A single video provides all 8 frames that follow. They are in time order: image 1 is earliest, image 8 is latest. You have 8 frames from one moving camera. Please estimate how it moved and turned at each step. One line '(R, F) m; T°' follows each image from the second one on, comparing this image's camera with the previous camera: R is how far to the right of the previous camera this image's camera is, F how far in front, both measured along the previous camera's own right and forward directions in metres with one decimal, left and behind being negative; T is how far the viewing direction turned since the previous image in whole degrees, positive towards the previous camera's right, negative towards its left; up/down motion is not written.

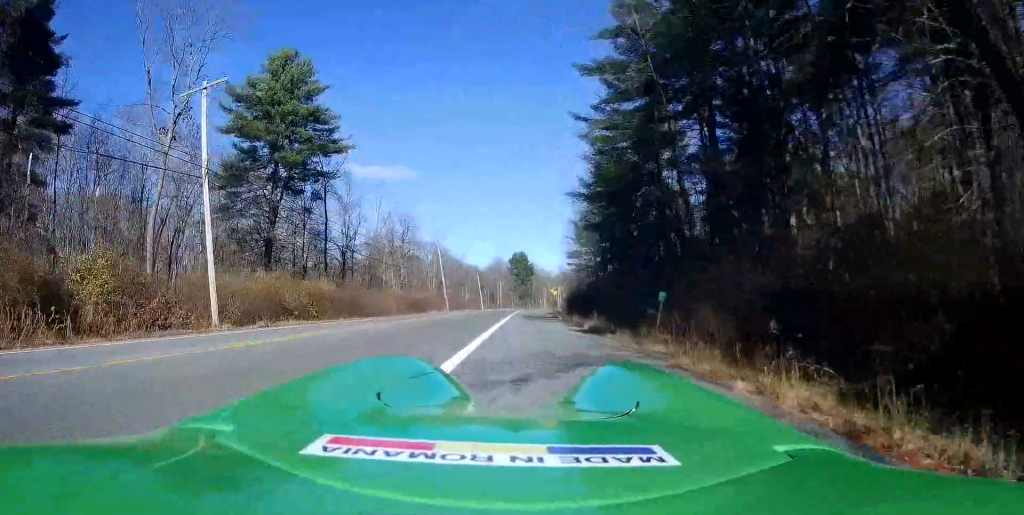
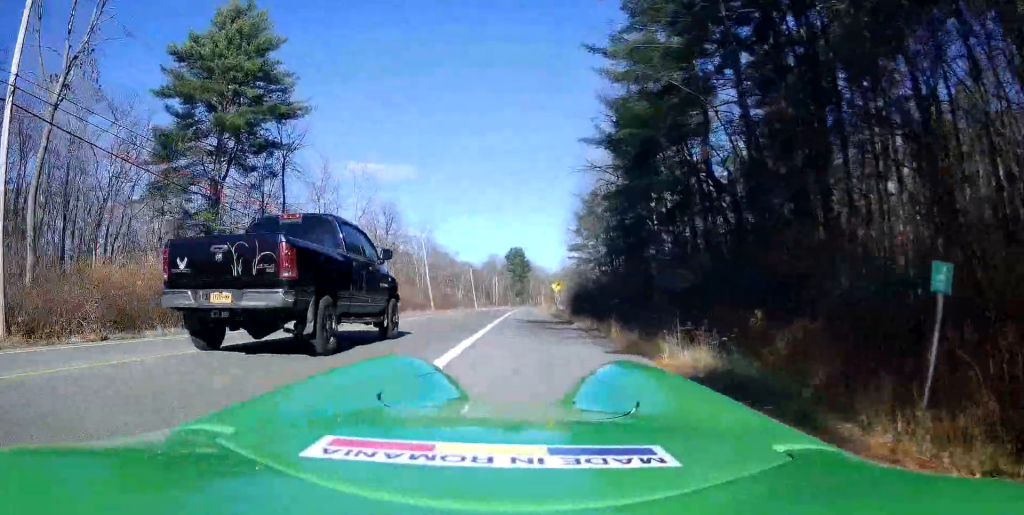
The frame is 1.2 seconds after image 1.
(-0.2, +11.9) m; -2°
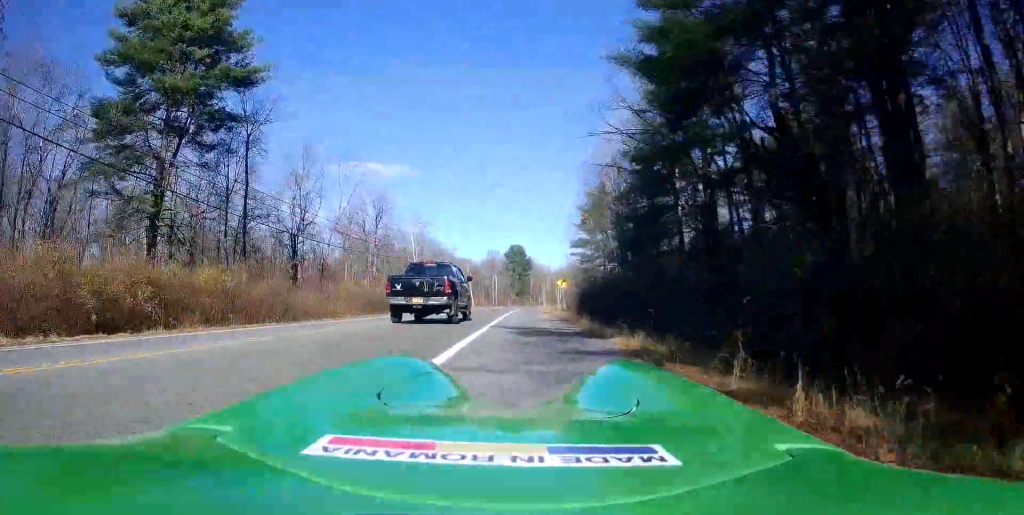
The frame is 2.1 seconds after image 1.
(-0.1, +8.0) m; -1°
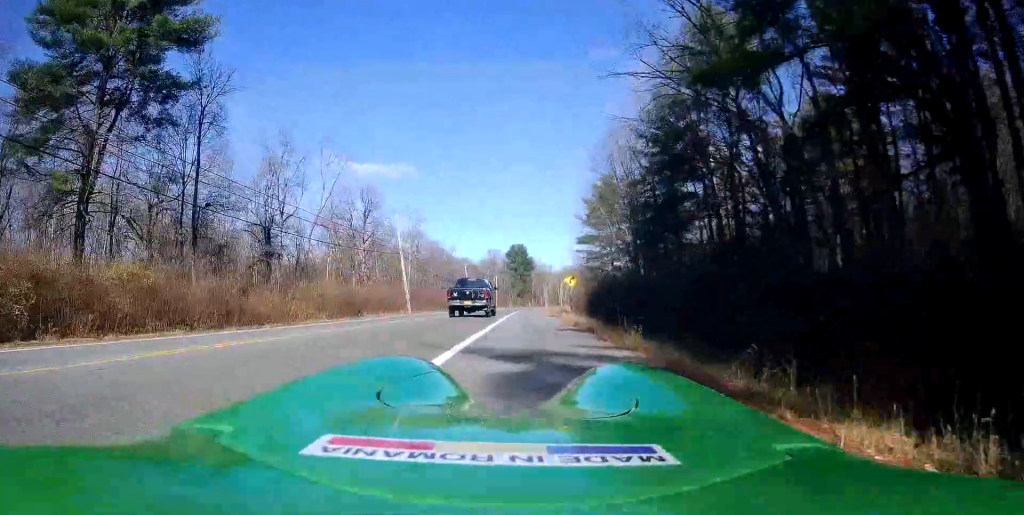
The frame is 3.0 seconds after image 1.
(0.0, +8.3) m; +2°
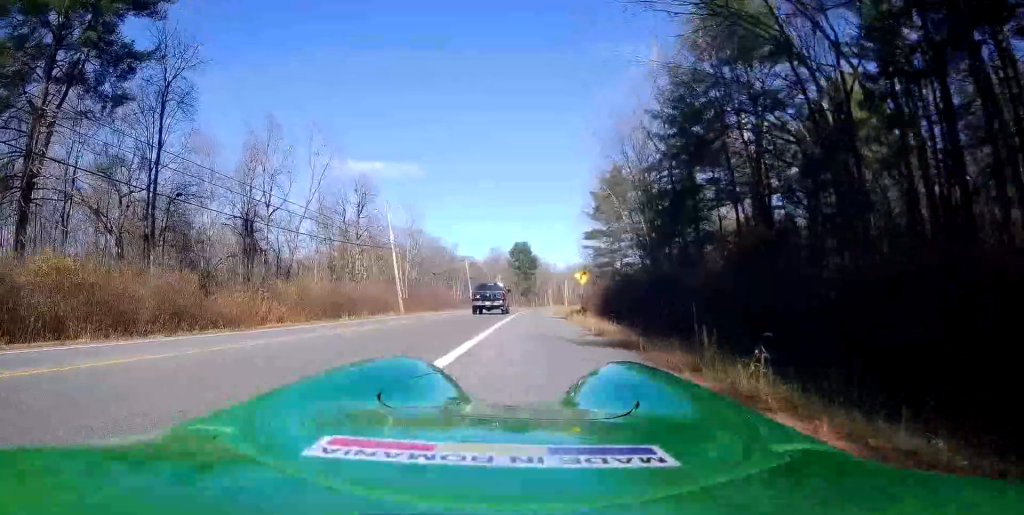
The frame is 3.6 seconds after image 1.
(0.0, +5.2) m; +2°
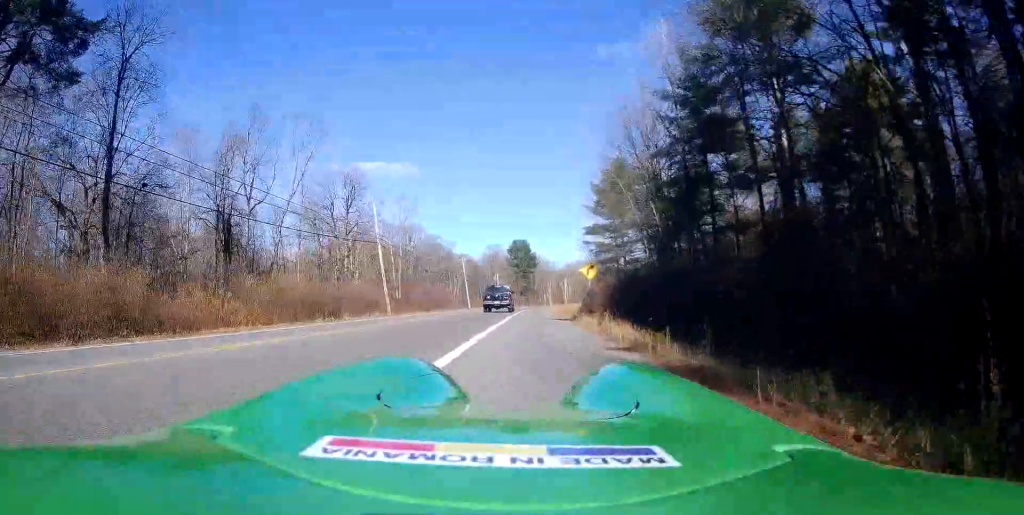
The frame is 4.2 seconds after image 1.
(+0.2, +4.7) m; +3°
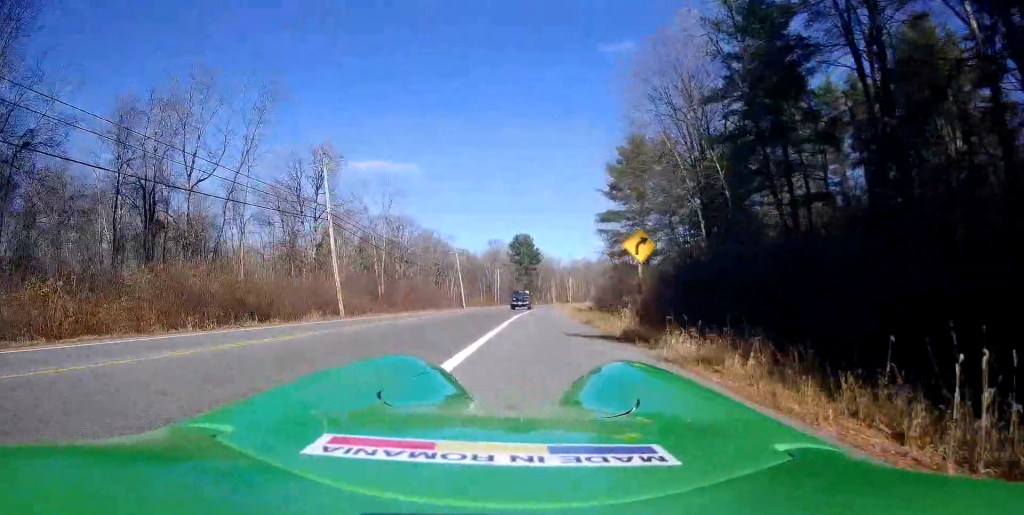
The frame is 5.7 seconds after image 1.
(+0.1, +12.7) m; -1°
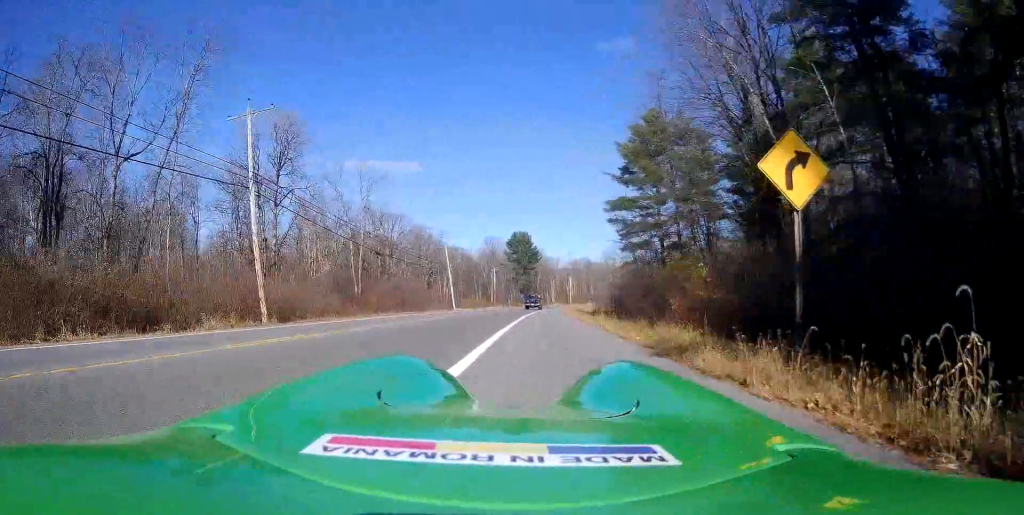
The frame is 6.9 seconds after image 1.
(-0.1, +10.5) m; 0°
